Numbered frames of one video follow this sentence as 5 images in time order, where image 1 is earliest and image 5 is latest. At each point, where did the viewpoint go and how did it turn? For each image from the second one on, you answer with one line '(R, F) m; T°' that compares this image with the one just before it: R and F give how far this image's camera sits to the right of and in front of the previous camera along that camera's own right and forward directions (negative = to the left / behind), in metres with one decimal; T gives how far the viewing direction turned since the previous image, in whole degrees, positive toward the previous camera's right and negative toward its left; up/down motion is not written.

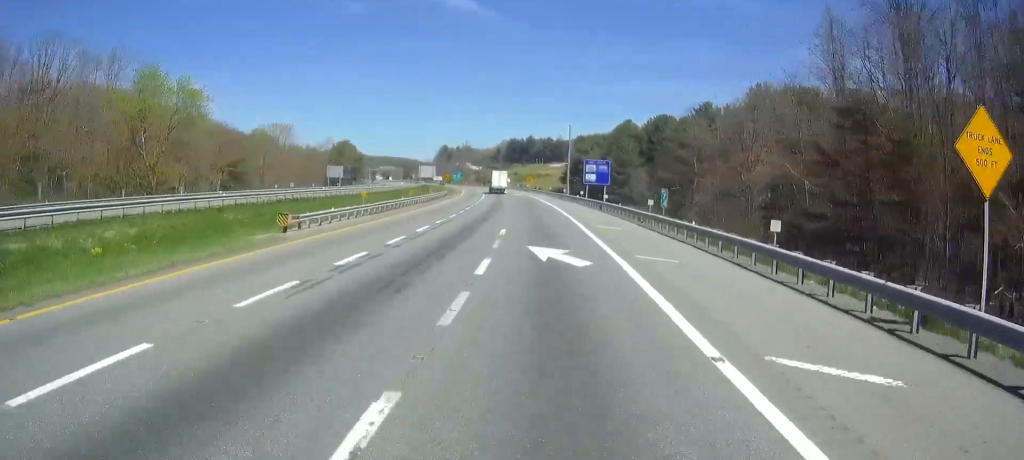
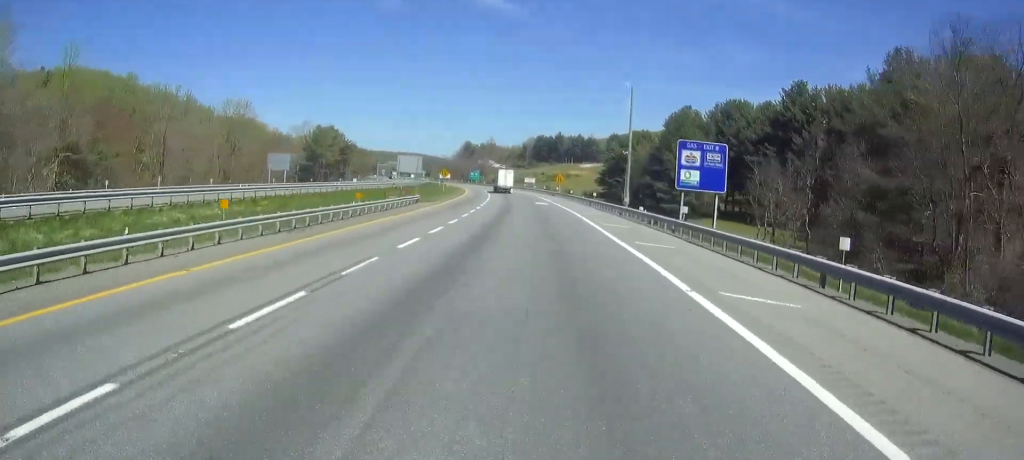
(-0.8, +45.2) m; -1°
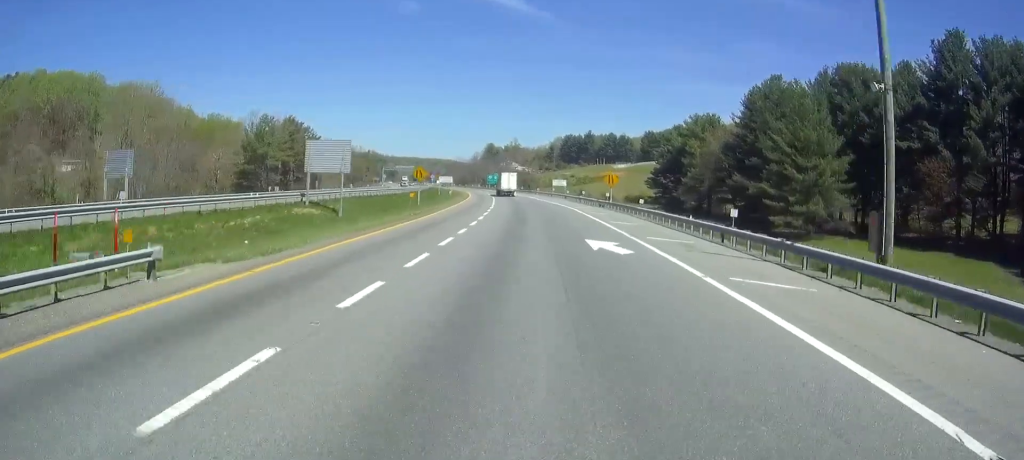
(-0.4, +46.5) m; -2°
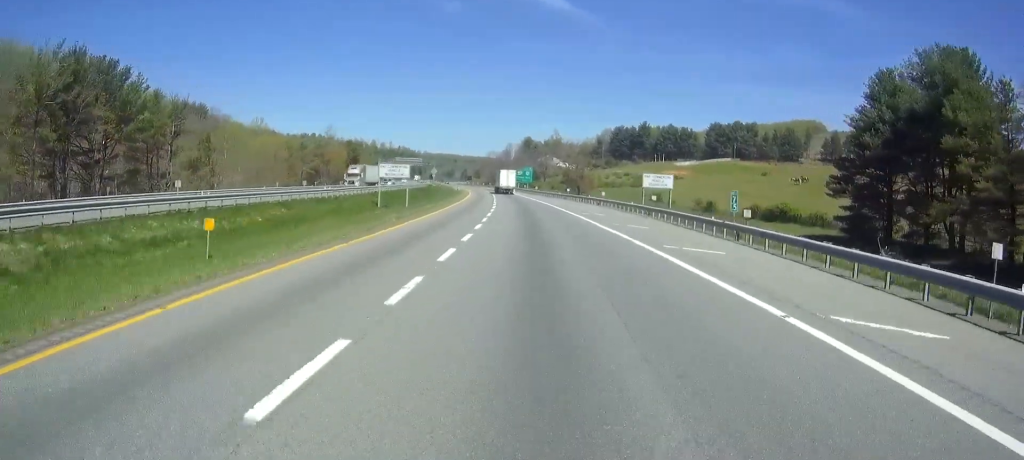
(-2.5, +78.2) m; -3°
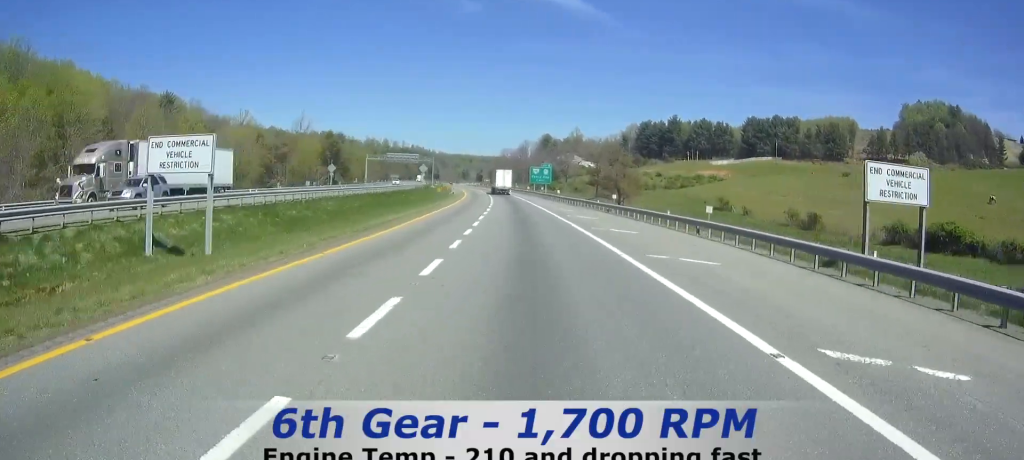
(-0.2, +39.4) m; -1°
